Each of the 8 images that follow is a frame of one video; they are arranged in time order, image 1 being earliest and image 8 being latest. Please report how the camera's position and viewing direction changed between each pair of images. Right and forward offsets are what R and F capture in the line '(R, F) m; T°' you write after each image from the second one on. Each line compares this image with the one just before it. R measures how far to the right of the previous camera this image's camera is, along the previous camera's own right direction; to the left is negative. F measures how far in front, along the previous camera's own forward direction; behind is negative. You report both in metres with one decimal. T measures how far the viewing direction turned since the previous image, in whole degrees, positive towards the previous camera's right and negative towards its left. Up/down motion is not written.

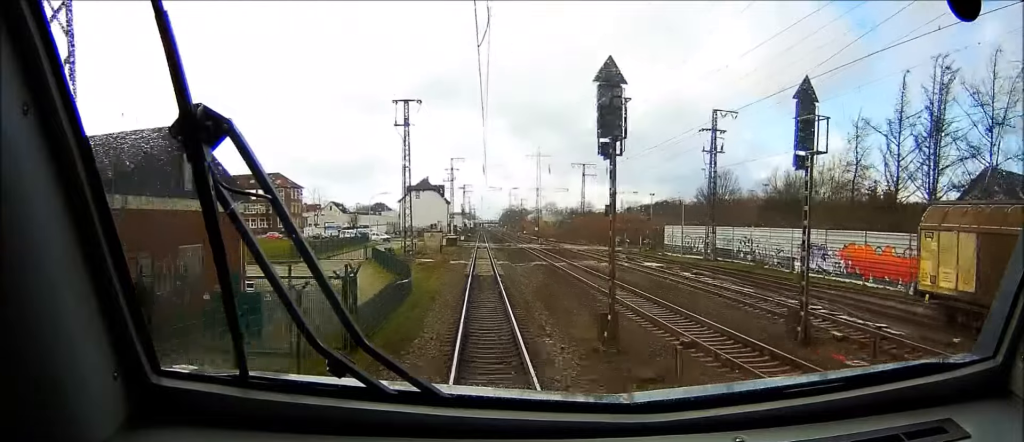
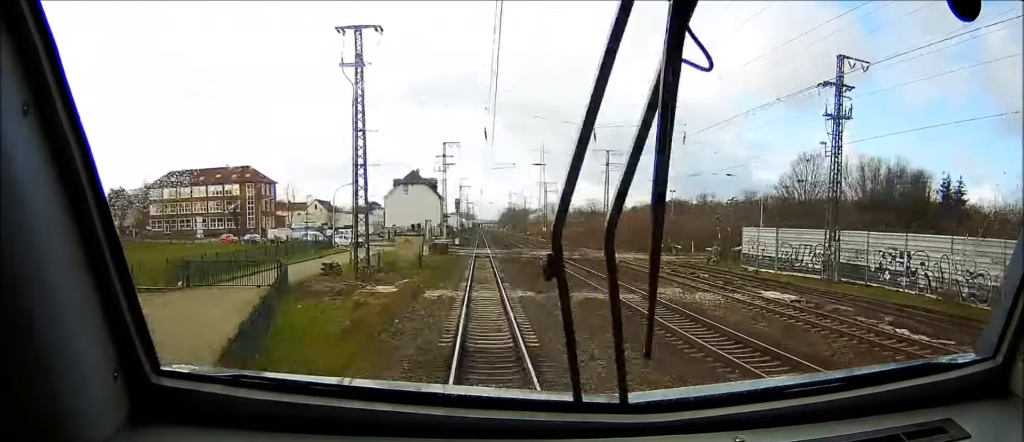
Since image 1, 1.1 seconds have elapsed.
(0.0, +26.2) m; 0°
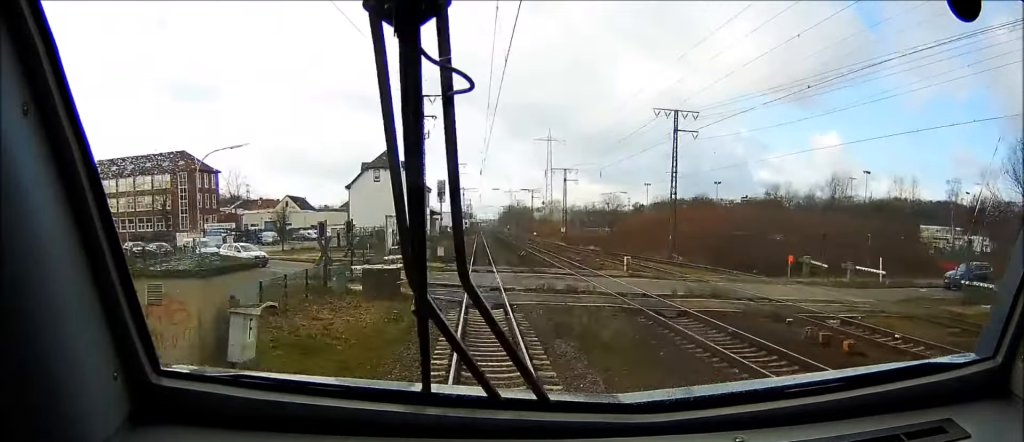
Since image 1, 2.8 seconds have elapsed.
(+0.1, +37.9) m; 0°
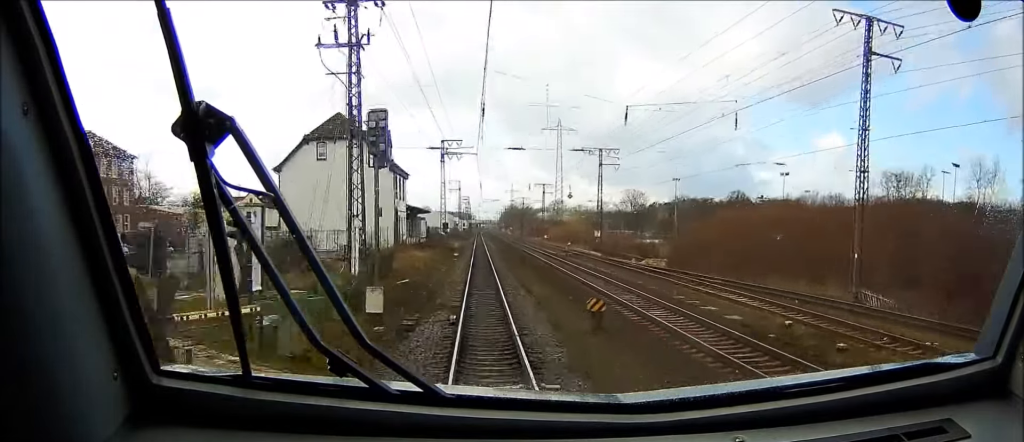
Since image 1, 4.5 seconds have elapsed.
(+0.1, +35.9) m; 0°
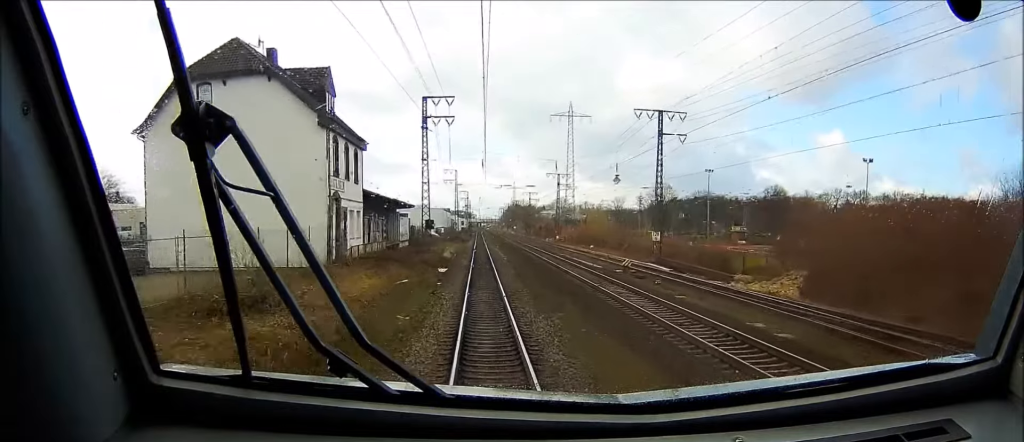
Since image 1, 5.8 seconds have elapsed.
(-0.1, +27.7) m; -1°
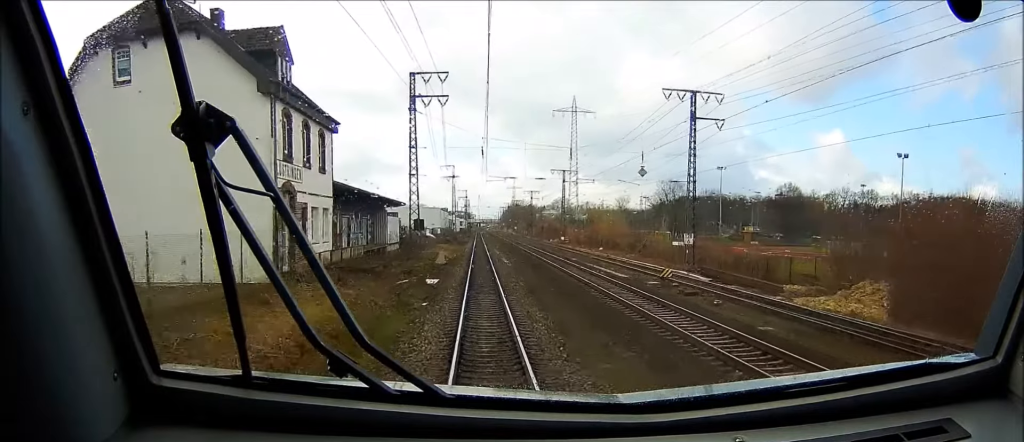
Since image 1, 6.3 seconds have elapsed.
(-0.1, +10.0) m; 0°
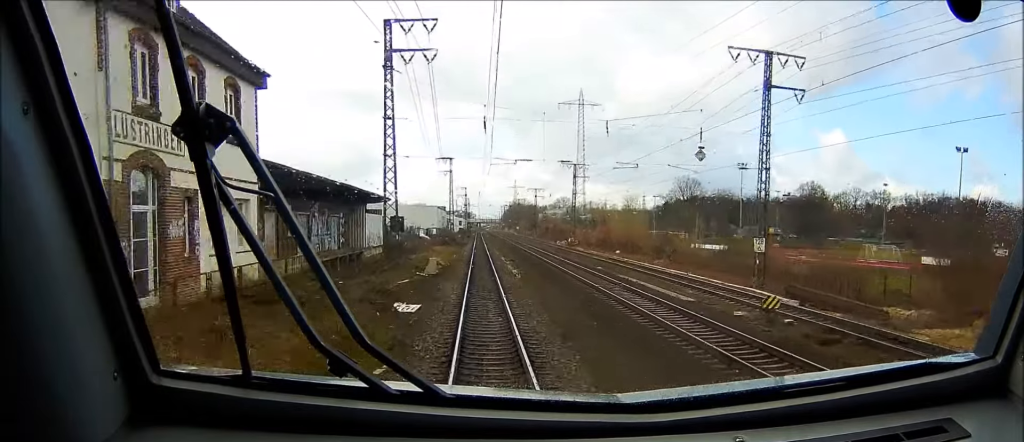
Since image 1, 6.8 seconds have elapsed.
(0.0, +12.2) m; 0°
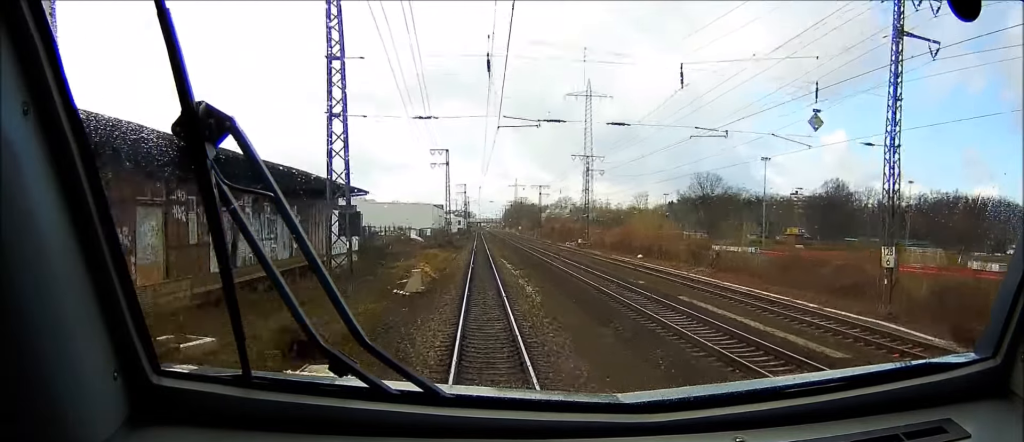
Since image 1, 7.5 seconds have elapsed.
(0.0, +13.7) m; 0°
